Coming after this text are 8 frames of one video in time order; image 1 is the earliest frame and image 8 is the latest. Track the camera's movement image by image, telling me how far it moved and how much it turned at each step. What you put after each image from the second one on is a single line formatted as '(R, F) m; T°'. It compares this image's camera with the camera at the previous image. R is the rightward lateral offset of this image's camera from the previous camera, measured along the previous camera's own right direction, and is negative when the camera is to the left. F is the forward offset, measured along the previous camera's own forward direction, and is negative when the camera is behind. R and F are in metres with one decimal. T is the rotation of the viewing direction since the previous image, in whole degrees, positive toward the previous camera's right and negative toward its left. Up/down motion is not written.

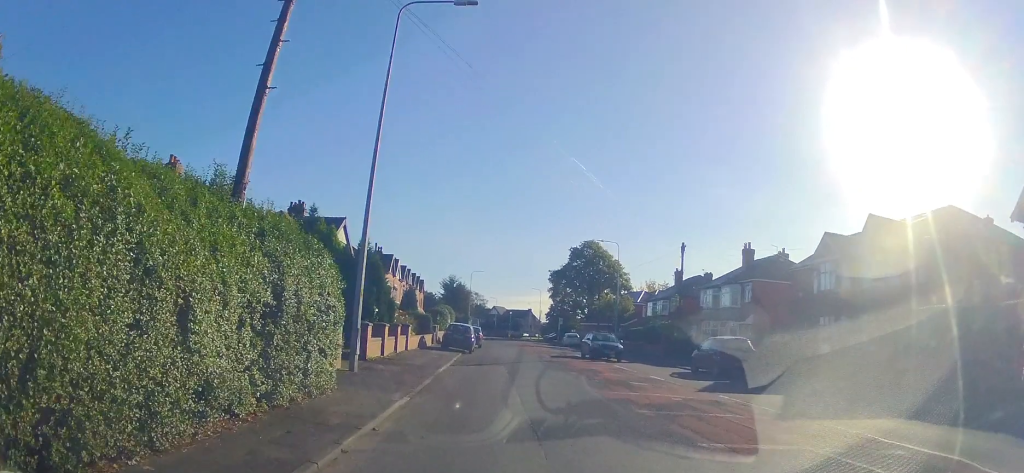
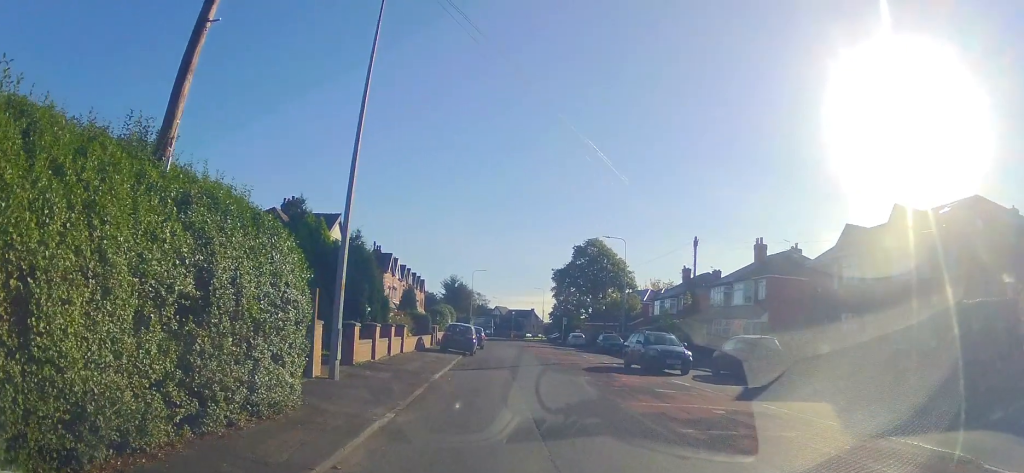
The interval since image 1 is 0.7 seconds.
(0.0, +2.6) m; -3°
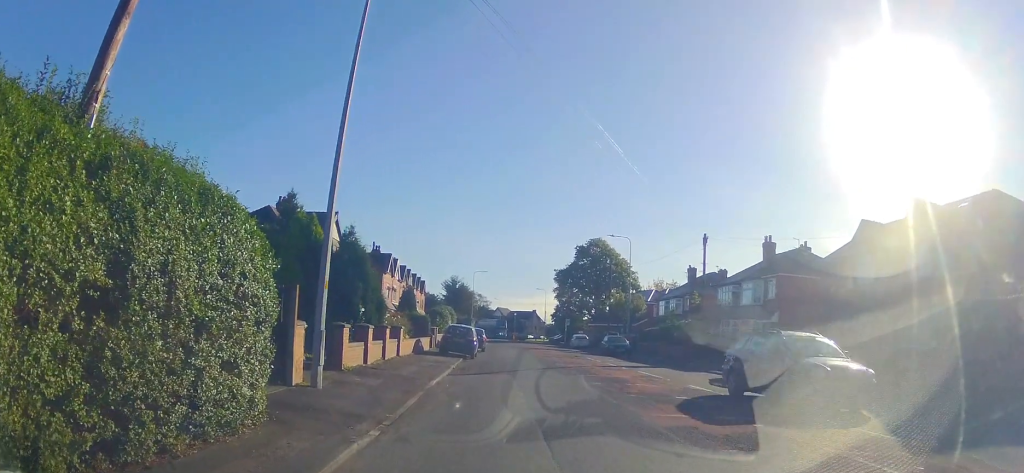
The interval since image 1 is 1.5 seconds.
(-0.2, +2.1) m; -5°
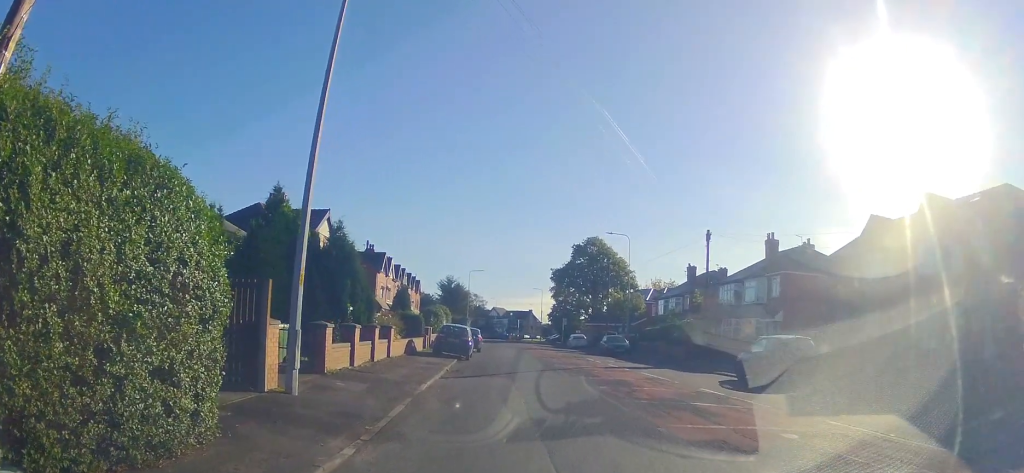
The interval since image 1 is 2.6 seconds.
(0.0, +1.6) m; 0°
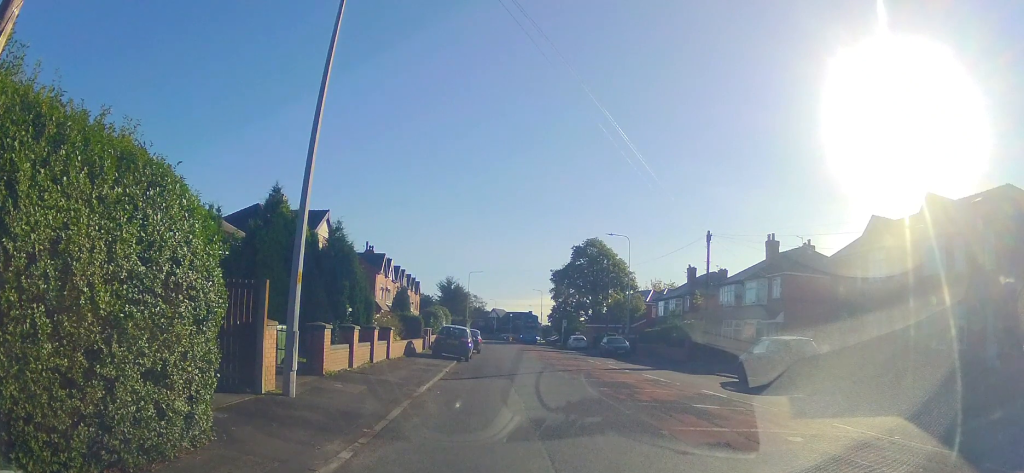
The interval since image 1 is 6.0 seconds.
(0.0, +0.1) m; 0°
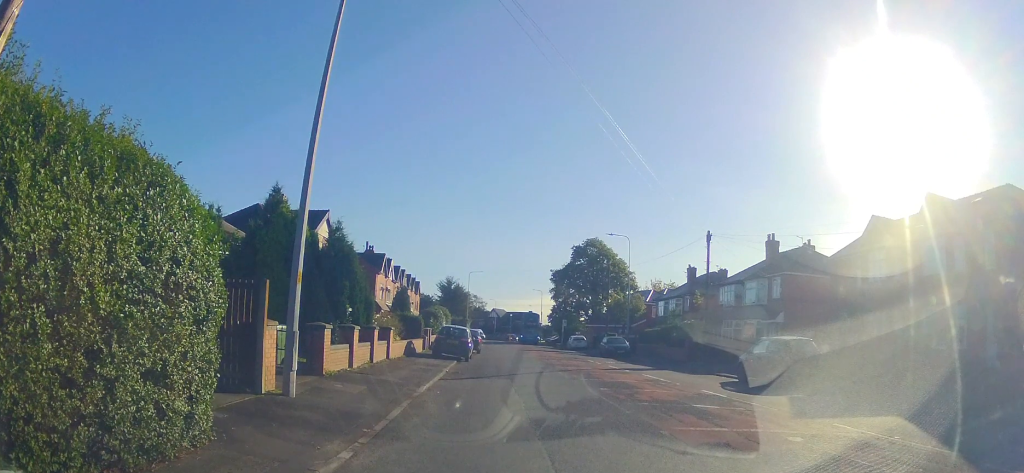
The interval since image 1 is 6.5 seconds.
(0.0, 0.0) m; 0°
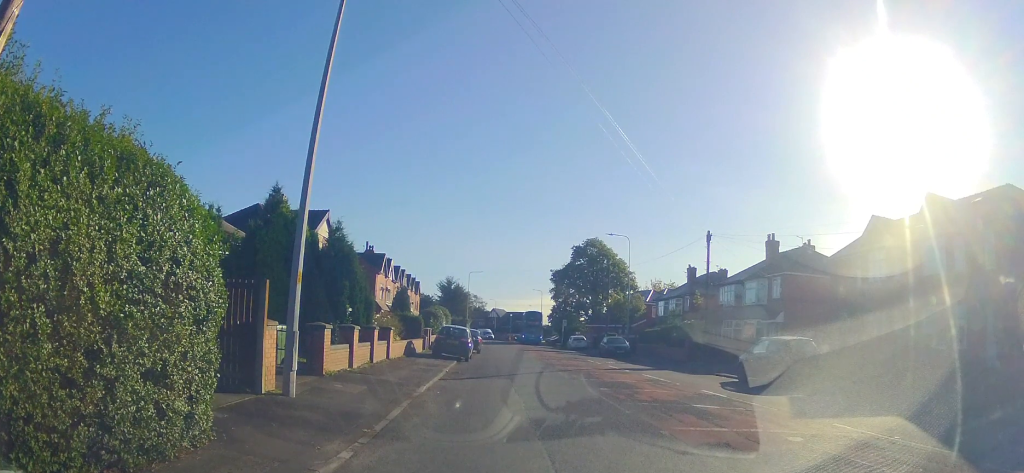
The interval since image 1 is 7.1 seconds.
(0.0, 0.0) m; 0°
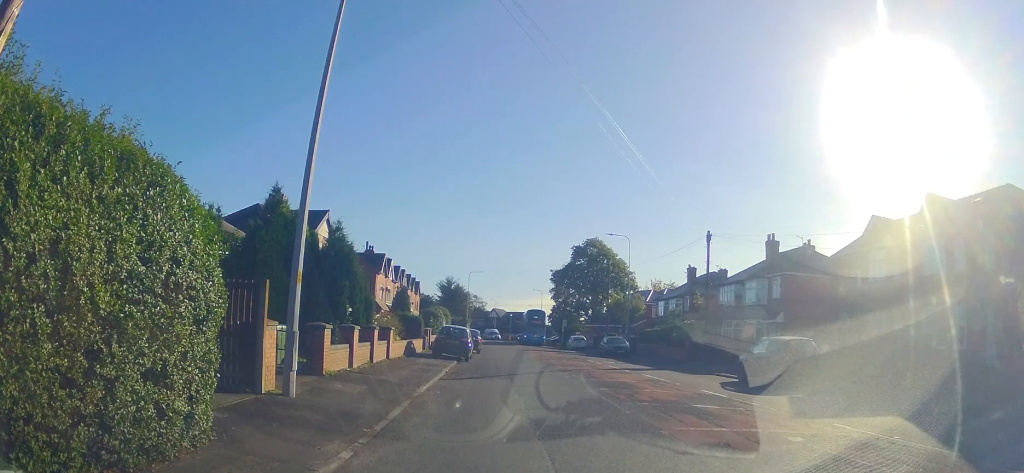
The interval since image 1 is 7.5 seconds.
(0.0, 0.0) m; 0°
